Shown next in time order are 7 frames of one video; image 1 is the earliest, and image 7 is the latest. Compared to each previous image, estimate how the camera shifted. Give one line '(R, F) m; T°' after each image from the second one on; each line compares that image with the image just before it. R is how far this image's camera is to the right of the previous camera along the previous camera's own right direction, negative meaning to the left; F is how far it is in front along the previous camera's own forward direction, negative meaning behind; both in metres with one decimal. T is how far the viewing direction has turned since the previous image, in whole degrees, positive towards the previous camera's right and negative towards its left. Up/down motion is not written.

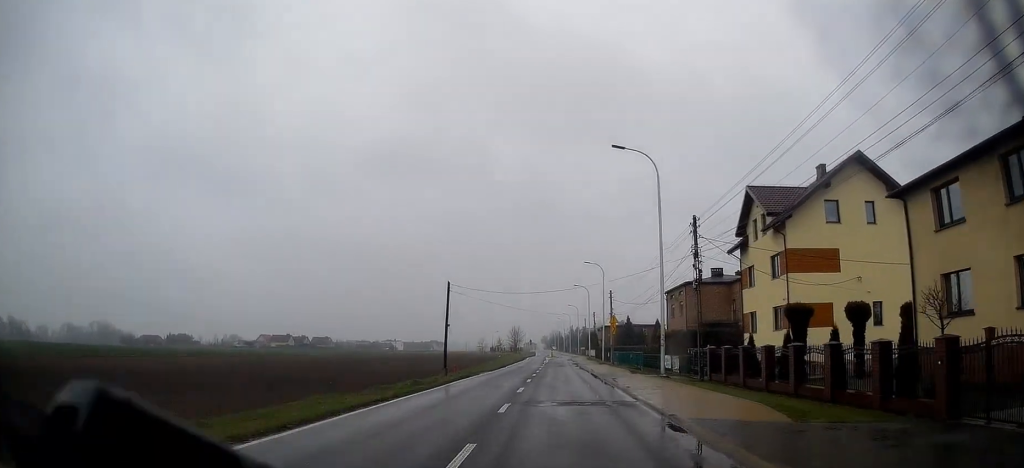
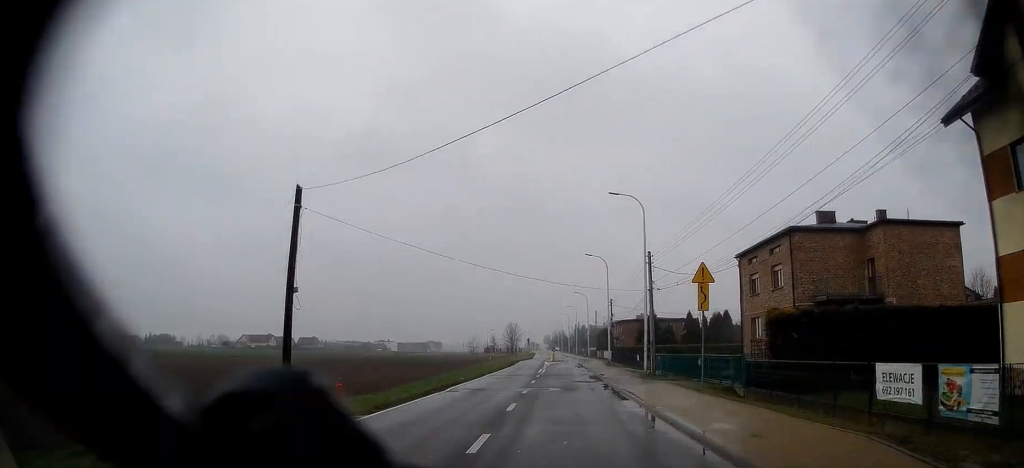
(0.0, +28.2) m; -1°
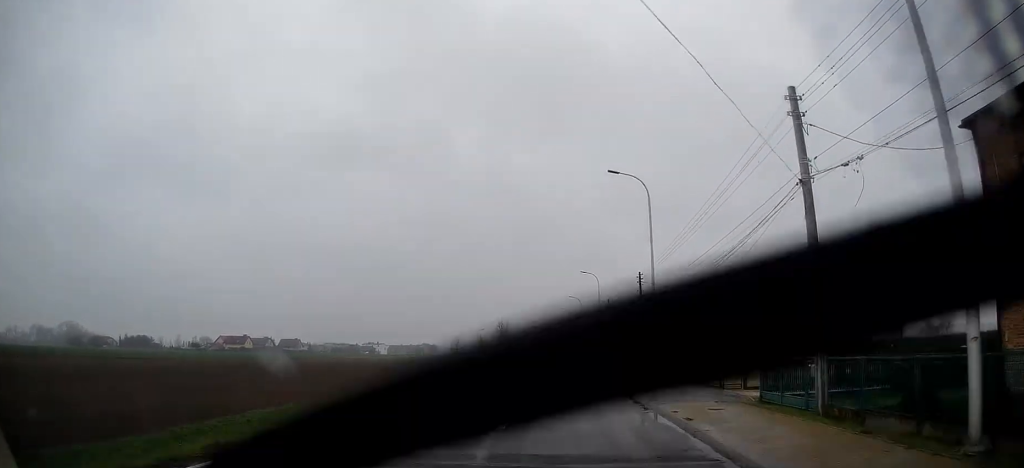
(+0.2, +27.7) m; +1°
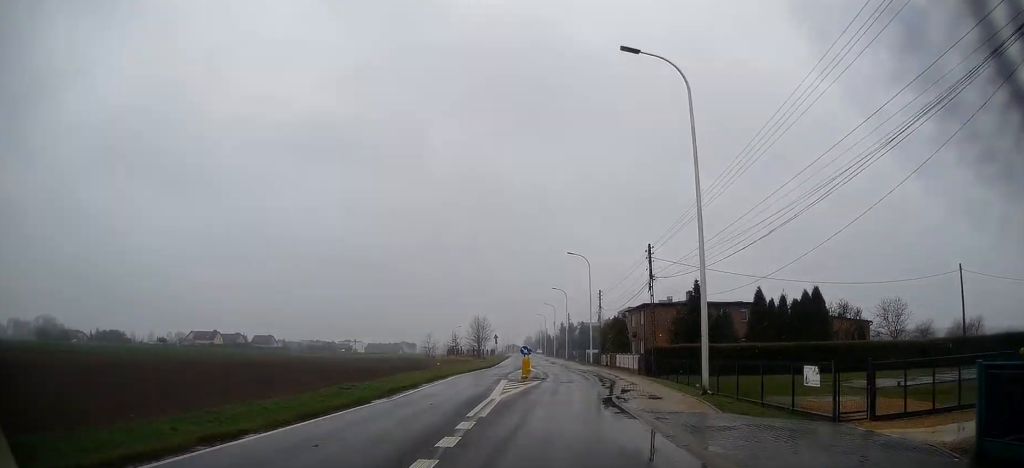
(-0.2, +13.2) m; 0°
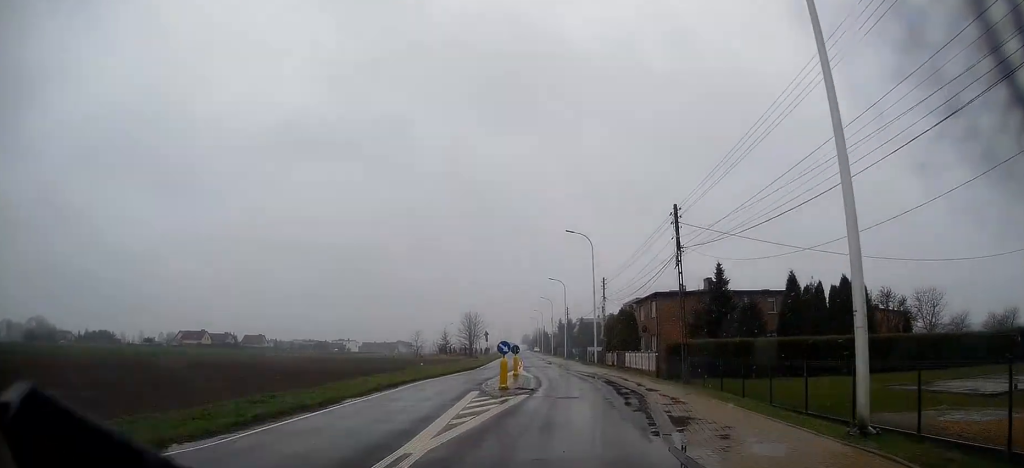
(+0.1, +9.3) m; +1°
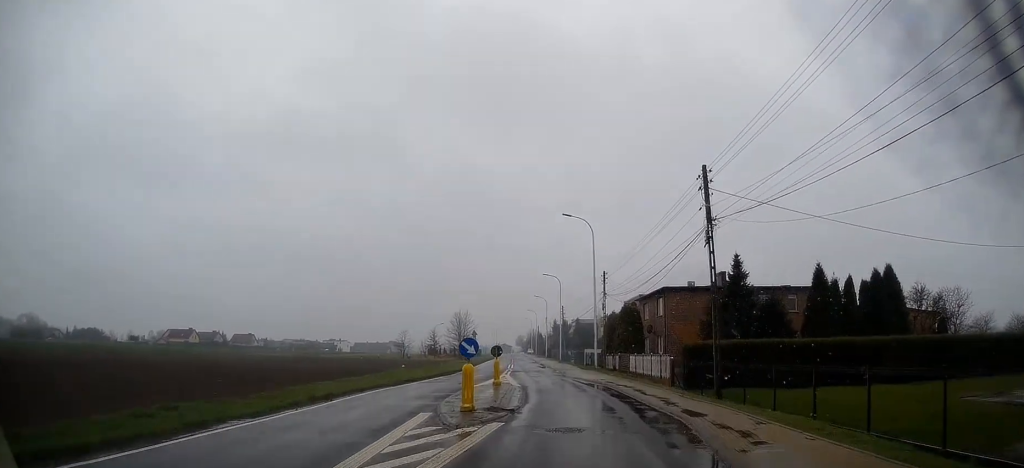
(+0.1, +6.3) m; +1°
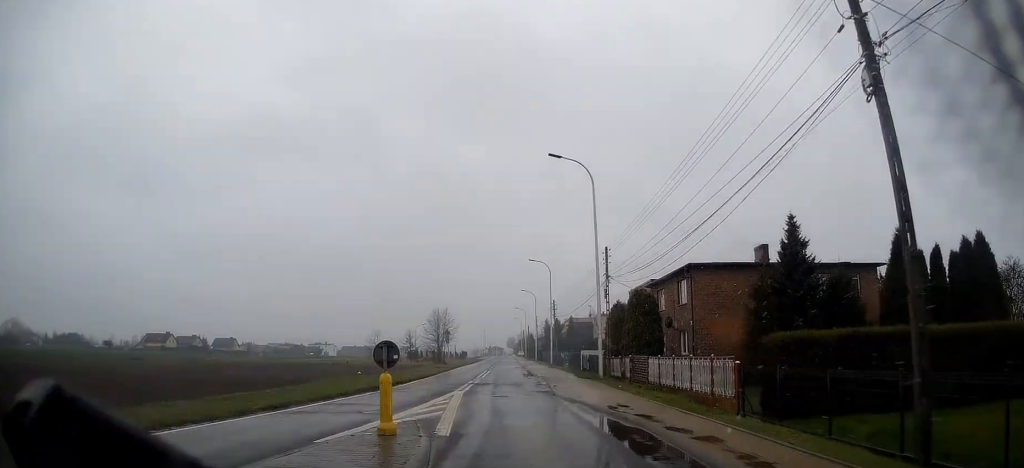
(+0.1, +12.7) m; 0°
